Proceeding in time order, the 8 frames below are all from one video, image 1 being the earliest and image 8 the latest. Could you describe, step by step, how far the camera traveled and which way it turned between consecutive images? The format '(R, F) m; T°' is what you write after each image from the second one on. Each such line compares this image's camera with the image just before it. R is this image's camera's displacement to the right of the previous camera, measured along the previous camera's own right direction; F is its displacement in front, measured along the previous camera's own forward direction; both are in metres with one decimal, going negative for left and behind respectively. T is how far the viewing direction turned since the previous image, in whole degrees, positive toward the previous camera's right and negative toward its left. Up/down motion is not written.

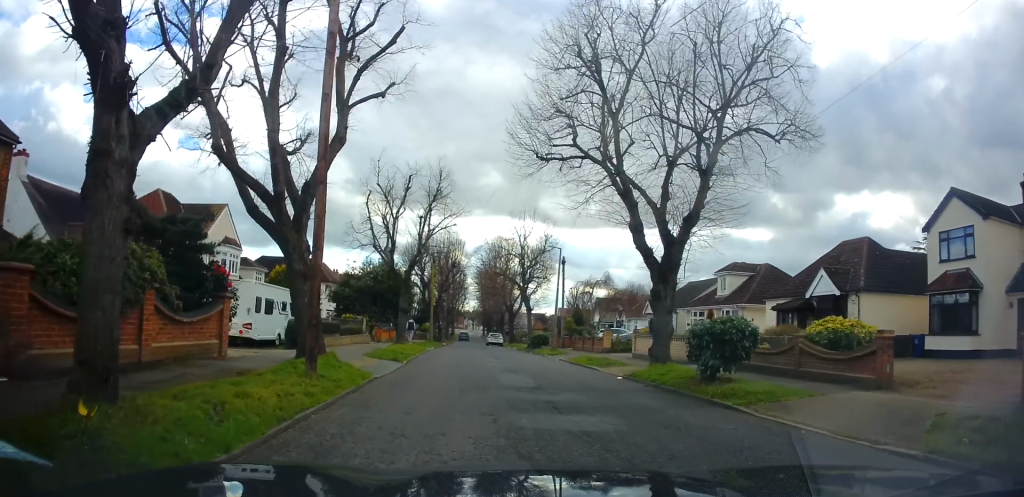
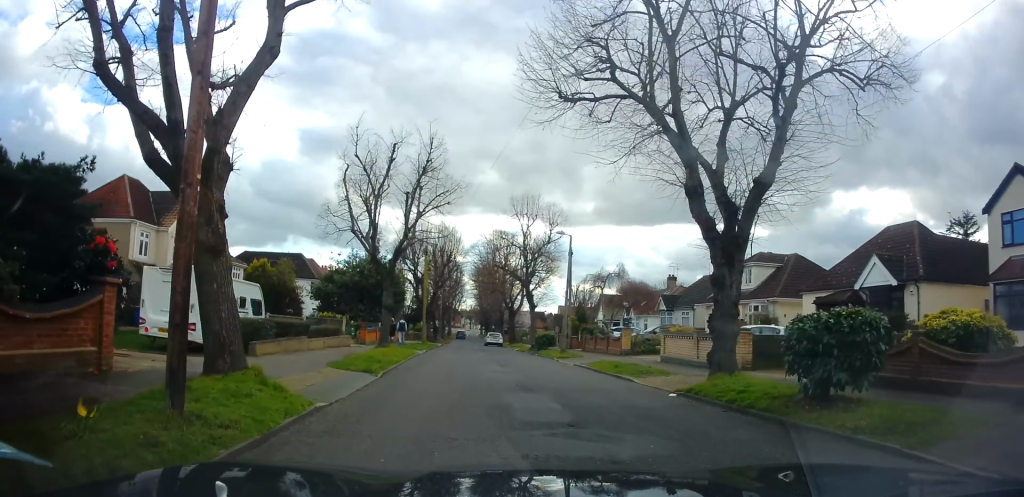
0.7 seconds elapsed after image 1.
(0.0, +4.2) m; -2°
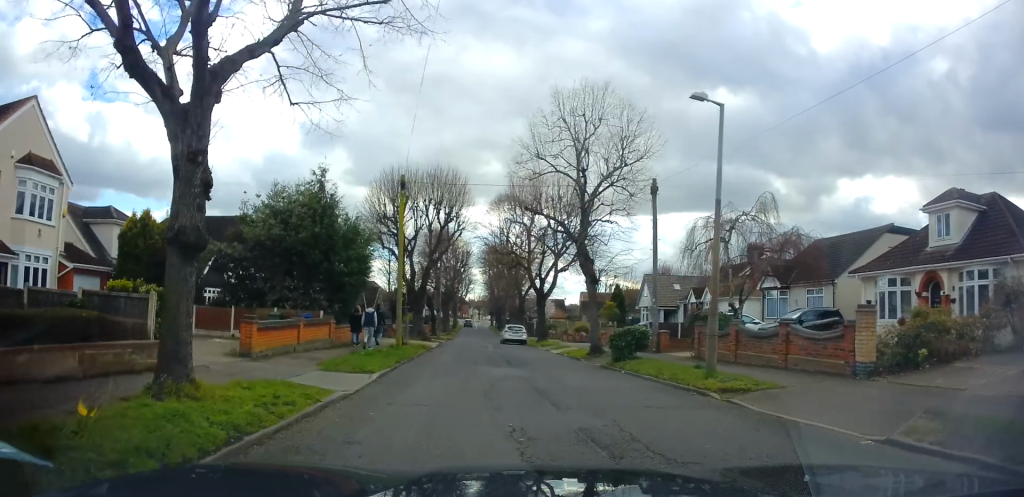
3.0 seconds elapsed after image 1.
(-0.7, +16.1) m; 0°
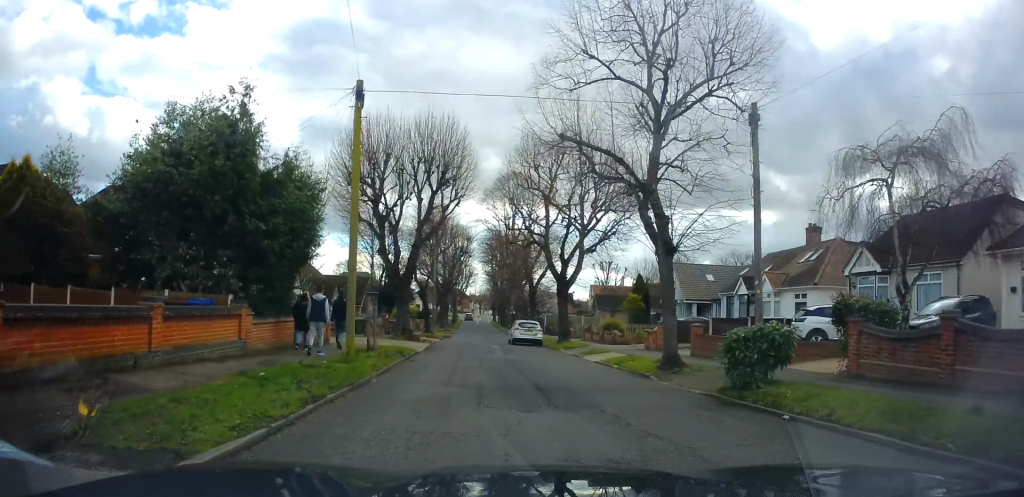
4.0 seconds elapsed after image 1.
(+0.4, +8.3) m; +2°
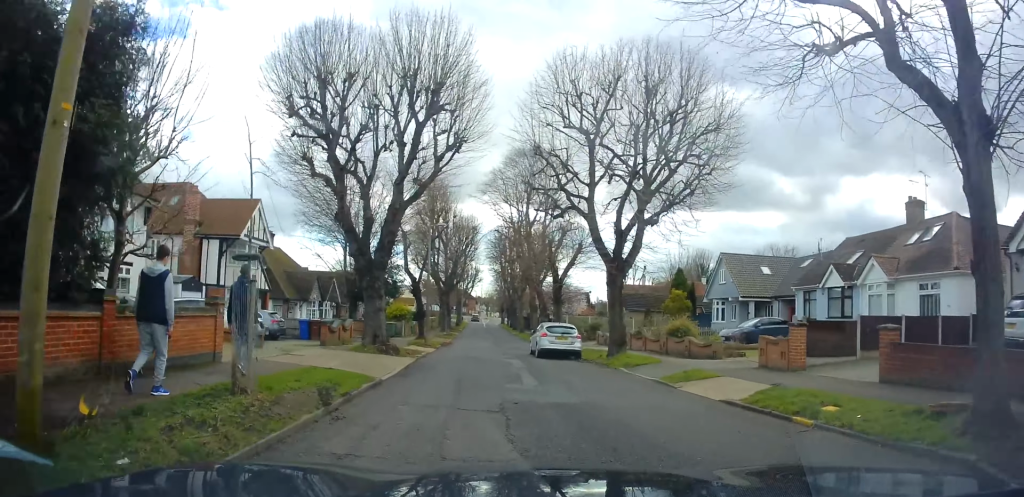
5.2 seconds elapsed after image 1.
(-0.1, +9.7) m; -2°
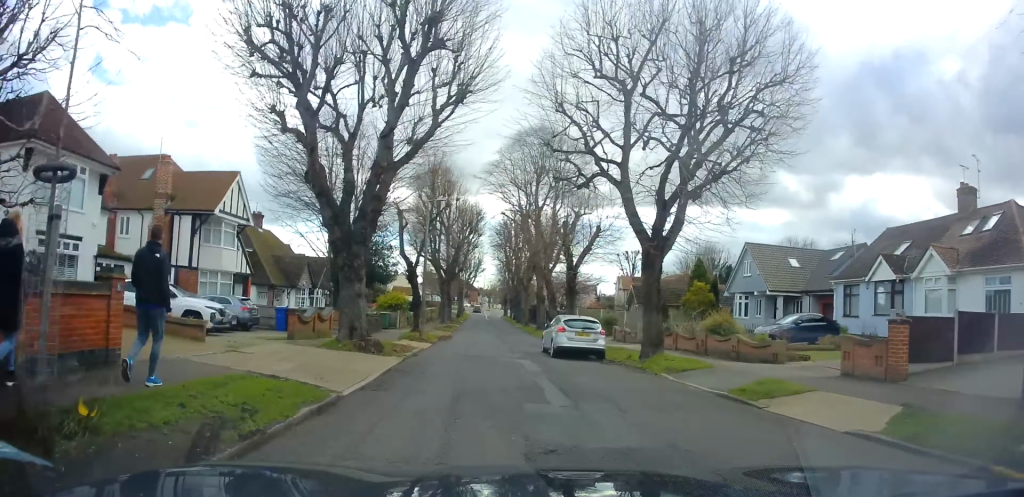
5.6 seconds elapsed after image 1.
(-0.1, +3.8) m; 0°
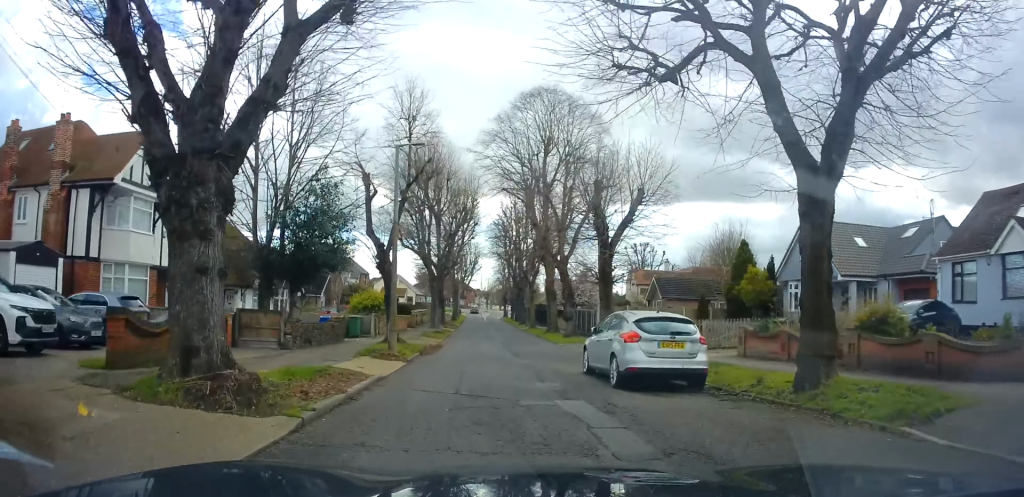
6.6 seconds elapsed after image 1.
(+0.1, +8.4) m; -2°
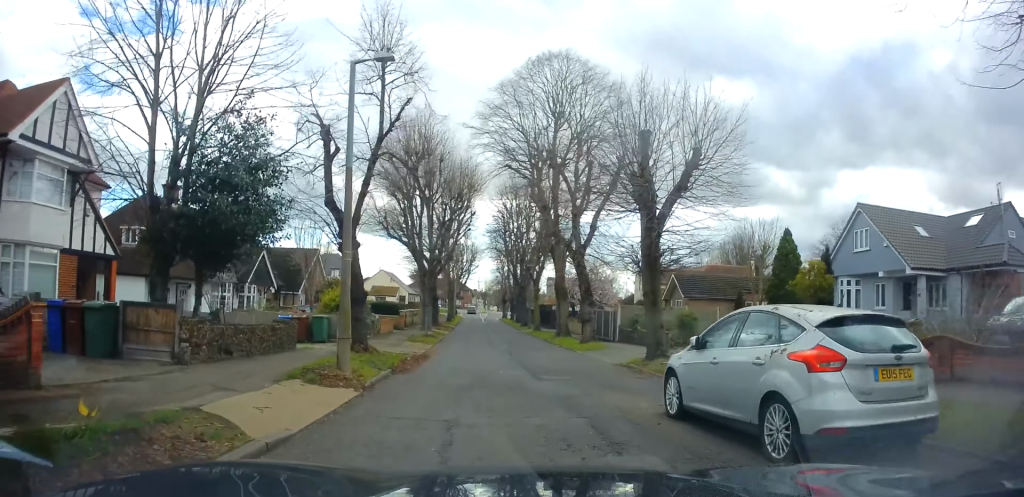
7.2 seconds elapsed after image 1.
(-0.1, +5.7) m; -1°
